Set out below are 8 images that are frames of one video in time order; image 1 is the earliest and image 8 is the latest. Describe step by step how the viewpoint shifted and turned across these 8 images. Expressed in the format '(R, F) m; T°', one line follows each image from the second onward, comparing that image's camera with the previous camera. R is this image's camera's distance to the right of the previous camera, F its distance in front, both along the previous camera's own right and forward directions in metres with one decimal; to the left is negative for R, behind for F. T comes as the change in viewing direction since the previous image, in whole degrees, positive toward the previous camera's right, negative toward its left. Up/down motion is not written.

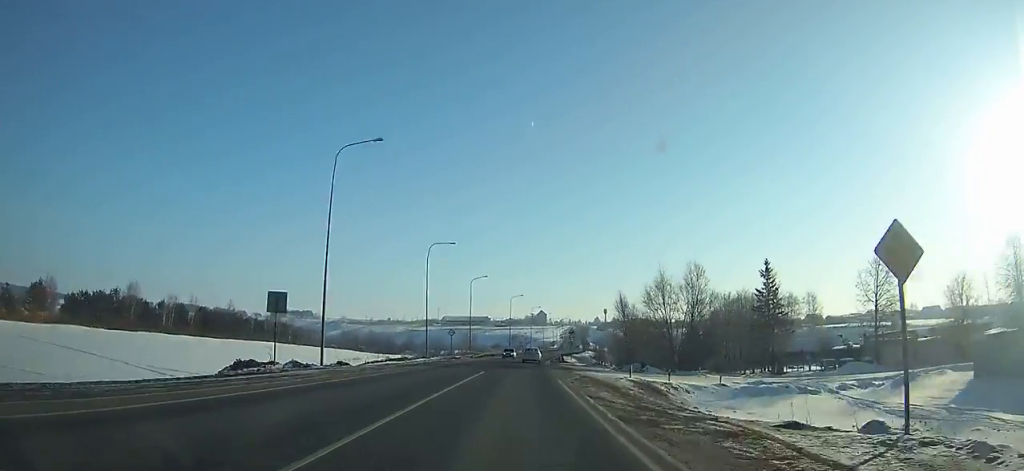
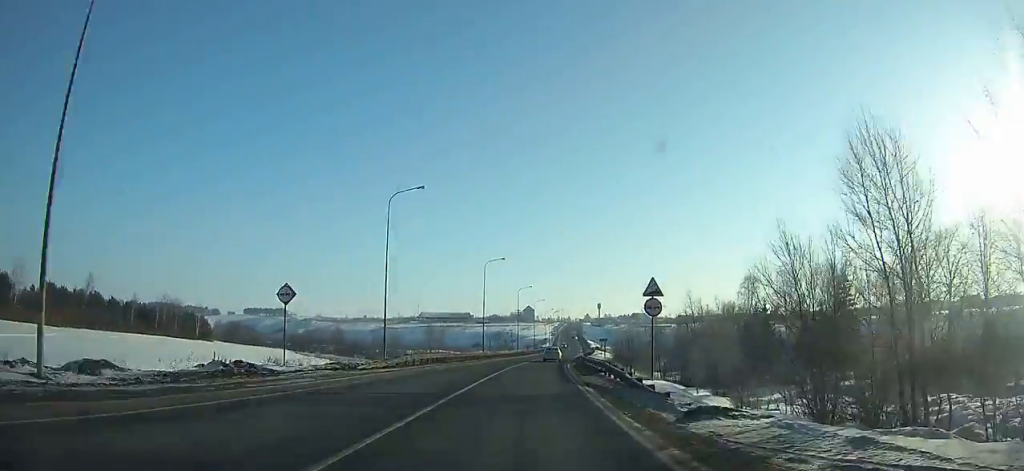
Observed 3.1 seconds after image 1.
(+0.9, +48.3) m; +3°
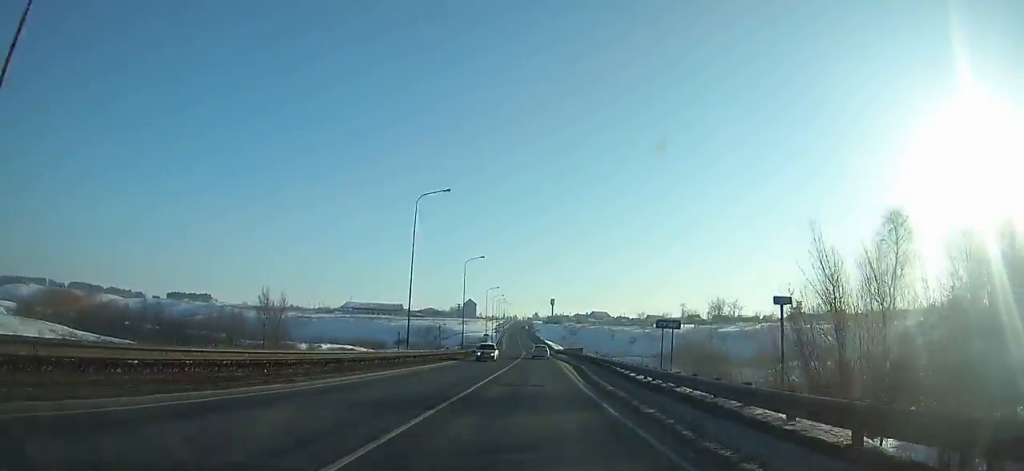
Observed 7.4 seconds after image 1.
(+2.5, +67.0) m; +4°
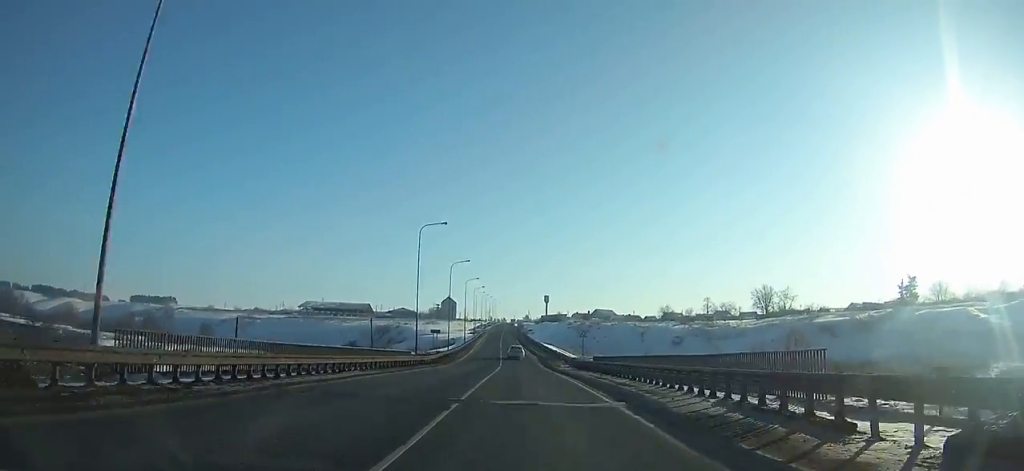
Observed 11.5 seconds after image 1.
(+0.7, +64.5) m; 0°
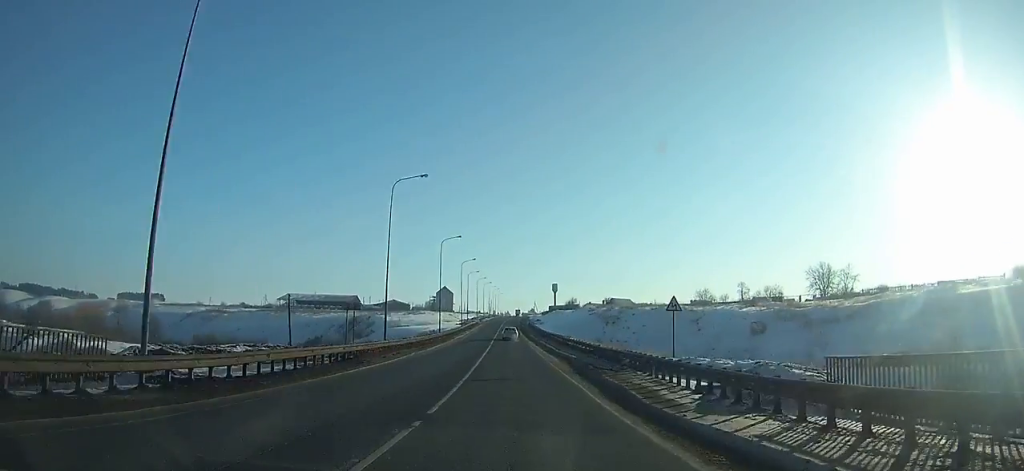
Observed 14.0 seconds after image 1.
(-0.3, +39.8) m; -1°
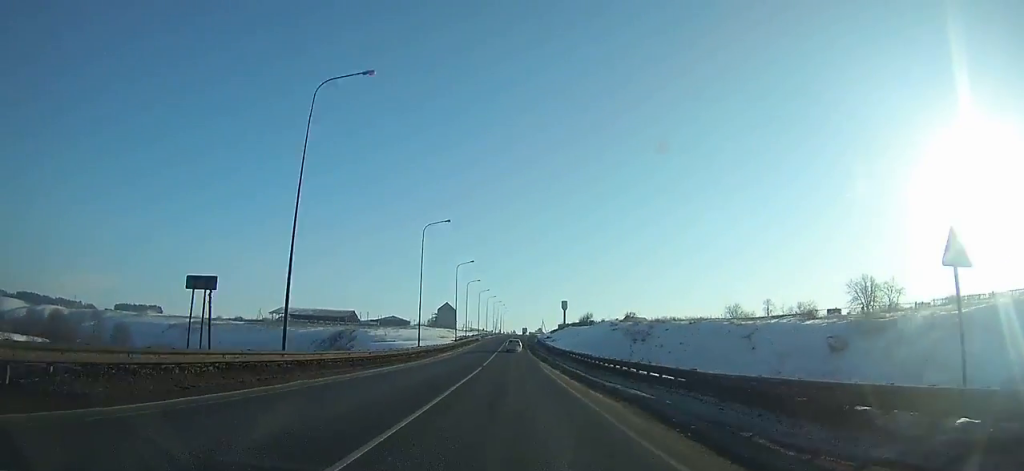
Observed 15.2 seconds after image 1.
(-0.1, +19.4) m; 0°
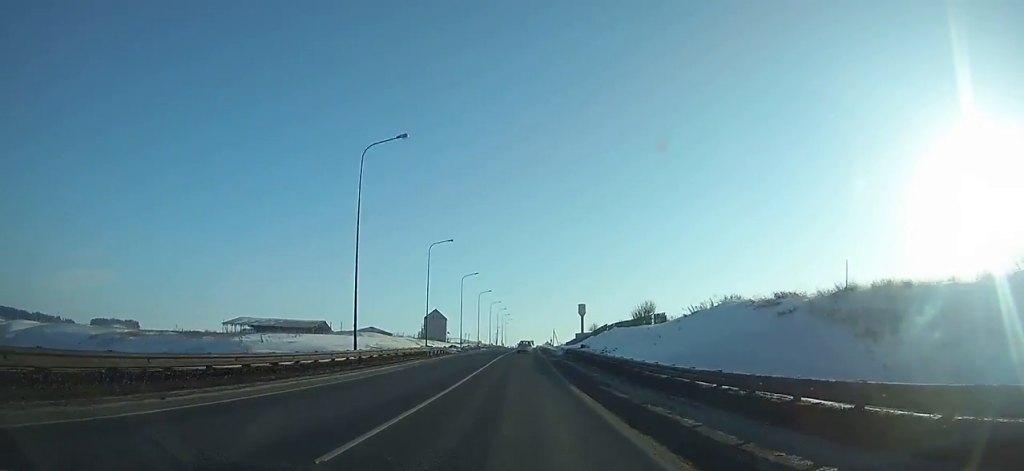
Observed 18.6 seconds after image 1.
(-0.3, +55.5) m; 0°
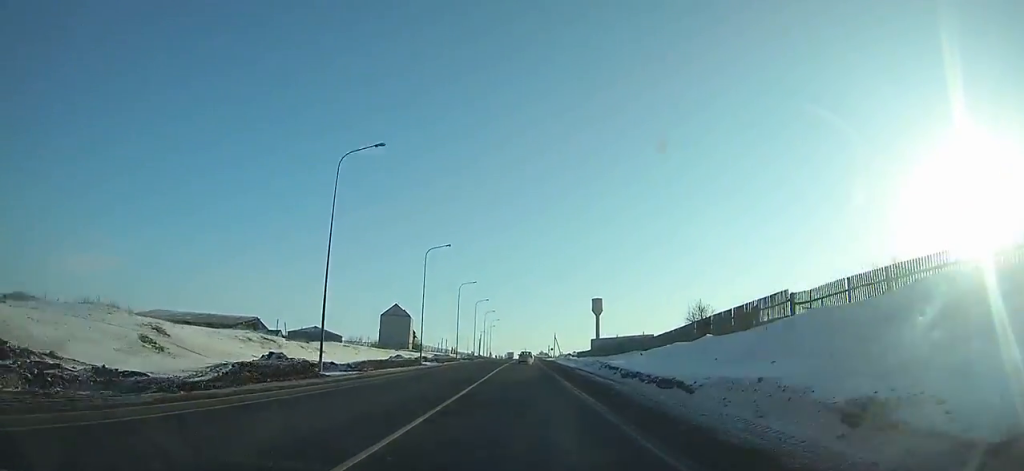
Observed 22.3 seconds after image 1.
(+0.5, +61.5) m; +1°
